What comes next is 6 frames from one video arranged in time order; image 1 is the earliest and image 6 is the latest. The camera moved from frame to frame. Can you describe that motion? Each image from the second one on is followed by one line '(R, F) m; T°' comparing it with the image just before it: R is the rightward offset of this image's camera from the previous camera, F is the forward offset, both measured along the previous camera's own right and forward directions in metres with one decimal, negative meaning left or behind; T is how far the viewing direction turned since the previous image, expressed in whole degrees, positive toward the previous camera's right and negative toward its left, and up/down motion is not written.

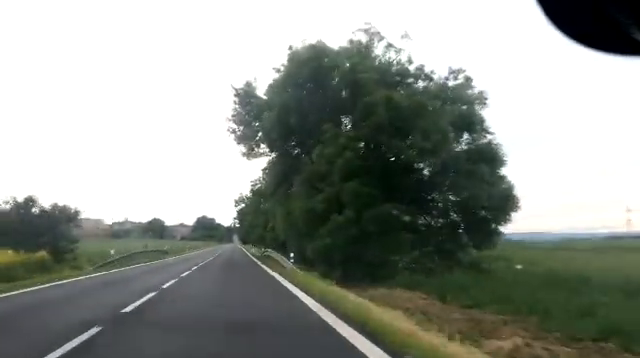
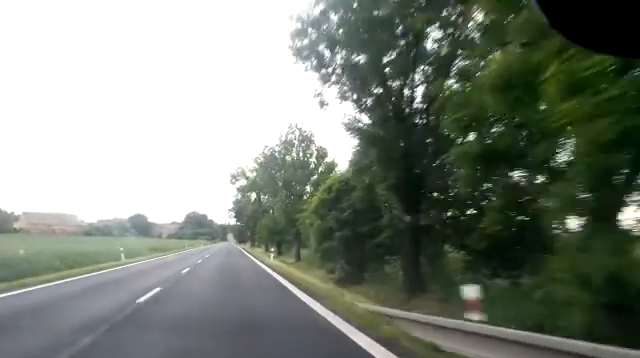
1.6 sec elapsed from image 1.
(+0.6, +39.1) m; +2°
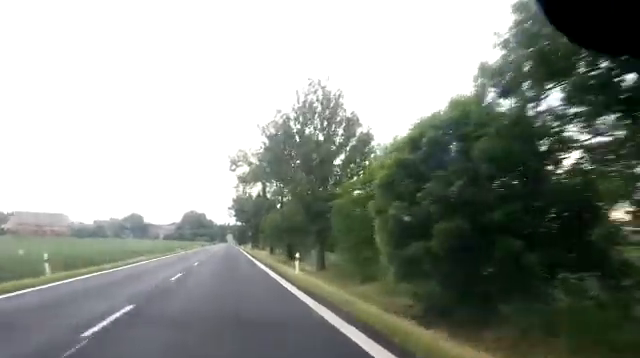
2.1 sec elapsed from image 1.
(+0.2, +12.5) m; 0°
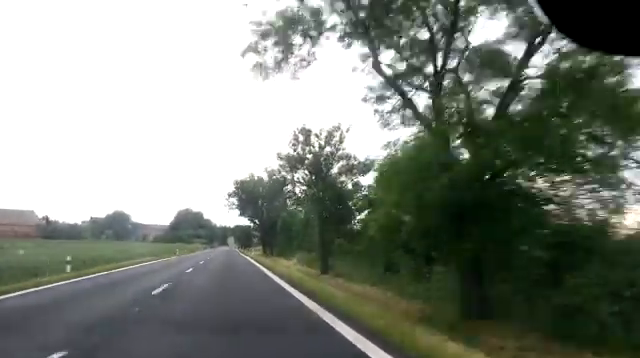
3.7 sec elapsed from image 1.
(-0.9, +39.9) m; -1°
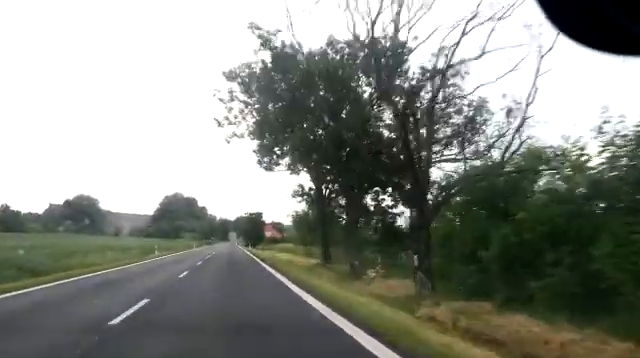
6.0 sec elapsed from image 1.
(0.0, +58.6) m; 0°
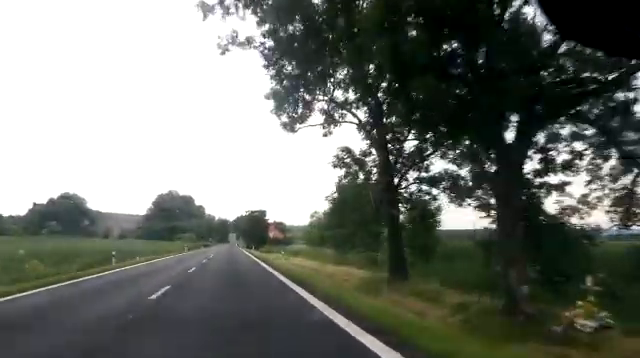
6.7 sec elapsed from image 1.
(0.0, +15.5) m; 0°
